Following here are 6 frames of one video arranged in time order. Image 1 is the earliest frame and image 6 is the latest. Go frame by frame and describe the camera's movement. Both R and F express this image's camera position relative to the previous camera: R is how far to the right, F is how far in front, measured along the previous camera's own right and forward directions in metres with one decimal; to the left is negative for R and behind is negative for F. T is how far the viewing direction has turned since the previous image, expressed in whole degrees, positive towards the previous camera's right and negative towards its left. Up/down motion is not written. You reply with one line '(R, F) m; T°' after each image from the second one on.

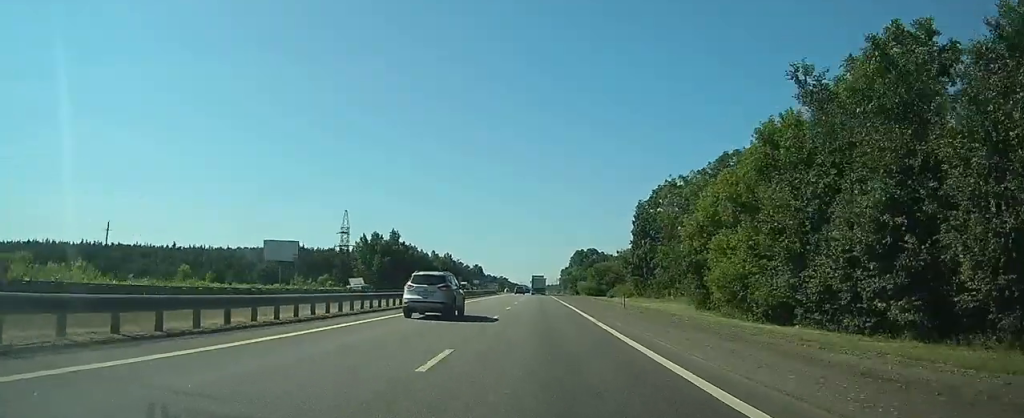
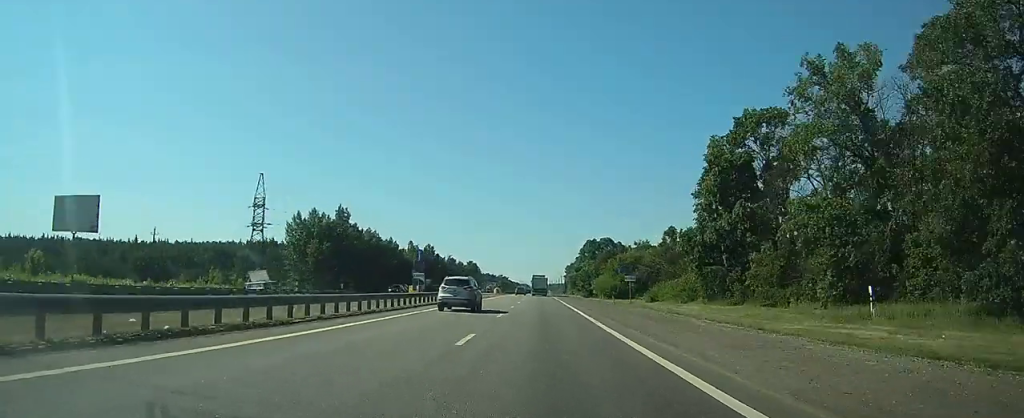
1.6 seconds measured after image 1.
(+0.1, +44.2) m; 0°
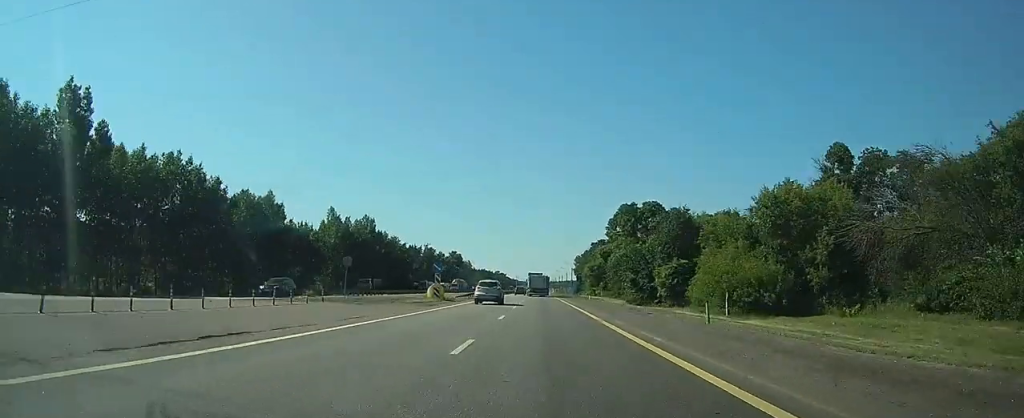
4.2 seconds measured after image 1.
(-0.2, +73.8) m; 0°
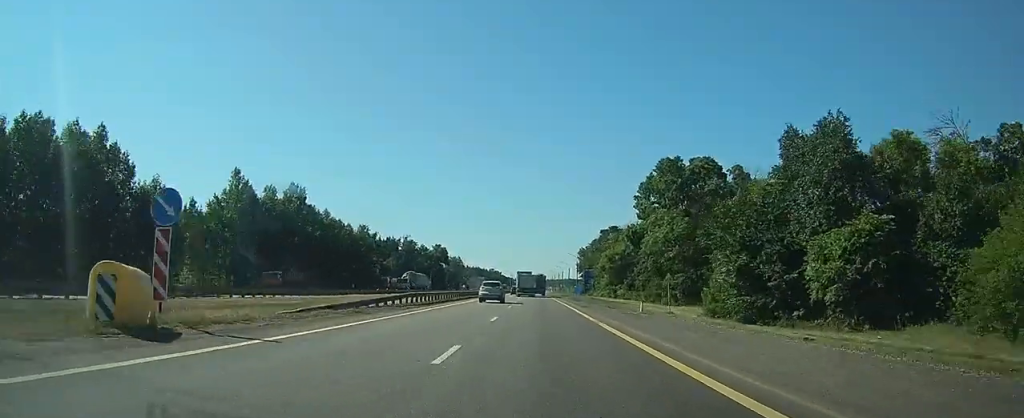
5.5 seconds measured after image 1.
(0.0, +37.0) m; 0°
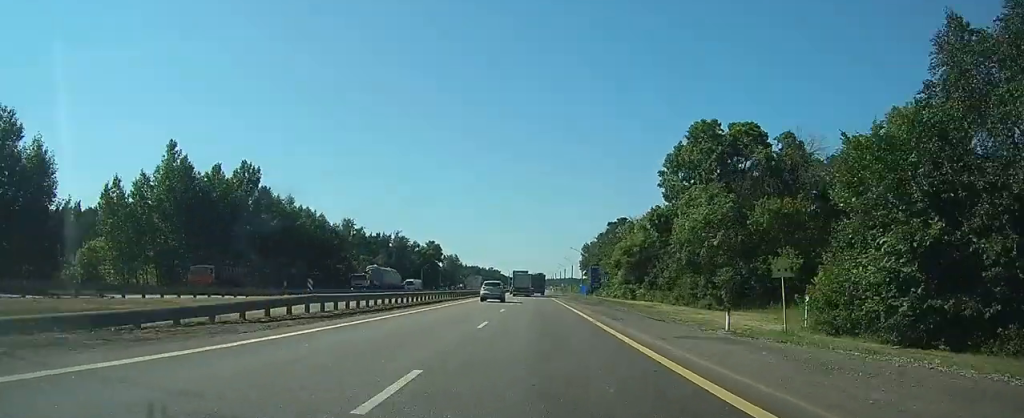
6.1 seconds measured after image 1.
(0.0, +15.7) m; 0°
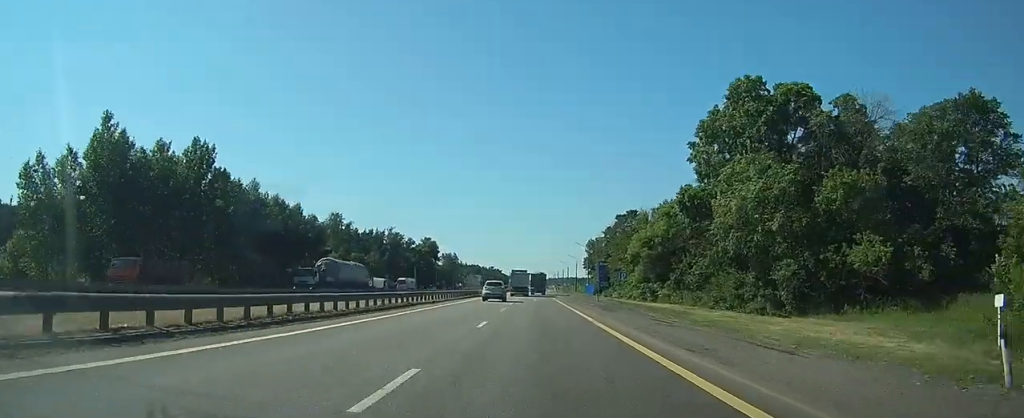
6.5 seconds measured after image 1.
(0.0, +11.9) m; 0°
